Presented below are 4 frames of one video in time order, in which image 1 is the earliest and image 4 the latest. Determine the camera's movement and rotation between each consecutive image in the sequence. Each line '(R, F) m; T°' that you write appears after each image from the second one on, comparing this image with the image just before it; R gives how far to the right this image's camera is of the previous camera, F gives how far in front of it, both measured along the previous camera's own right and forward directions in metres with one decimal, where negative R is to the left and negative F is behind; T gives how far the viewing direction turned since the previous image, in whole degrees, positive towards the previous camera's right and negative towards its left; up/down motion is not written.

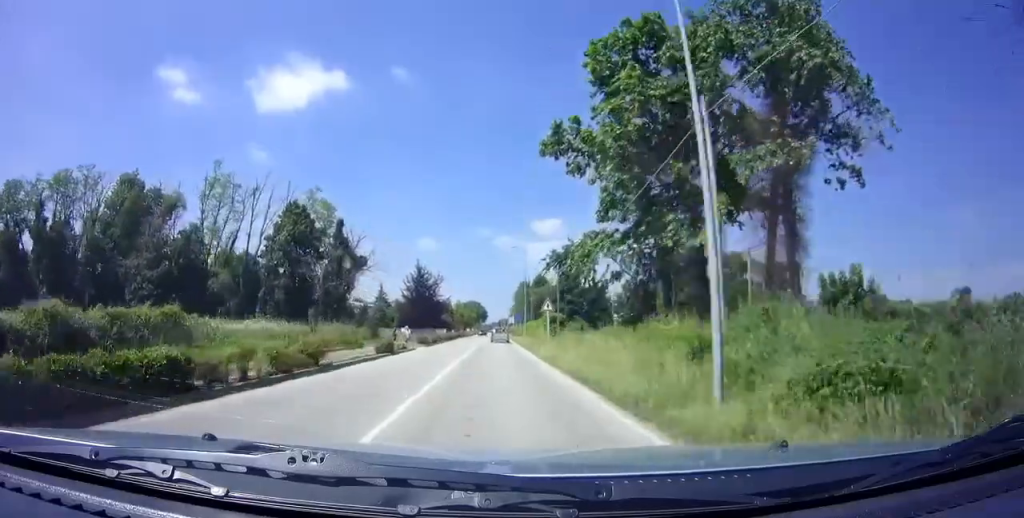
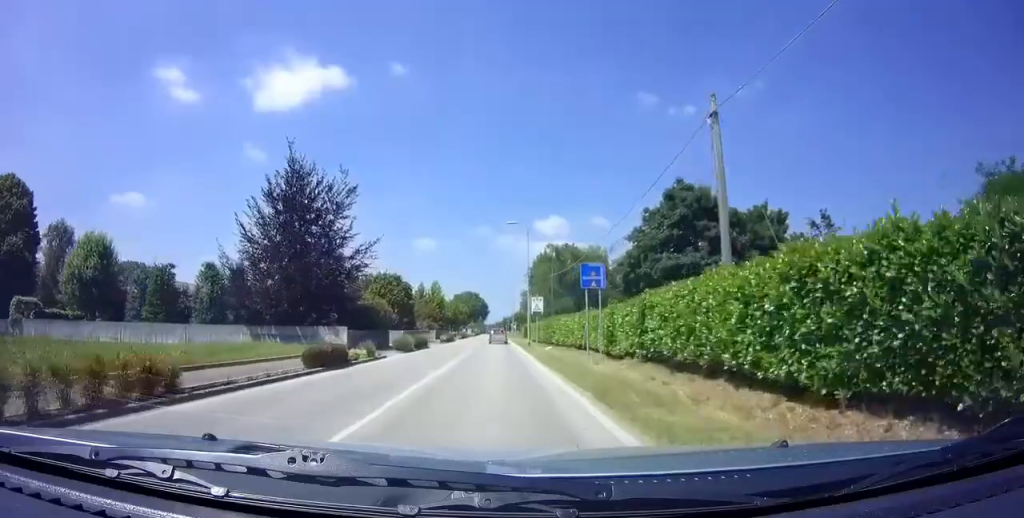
(-0.5, +62.9) m; -1°
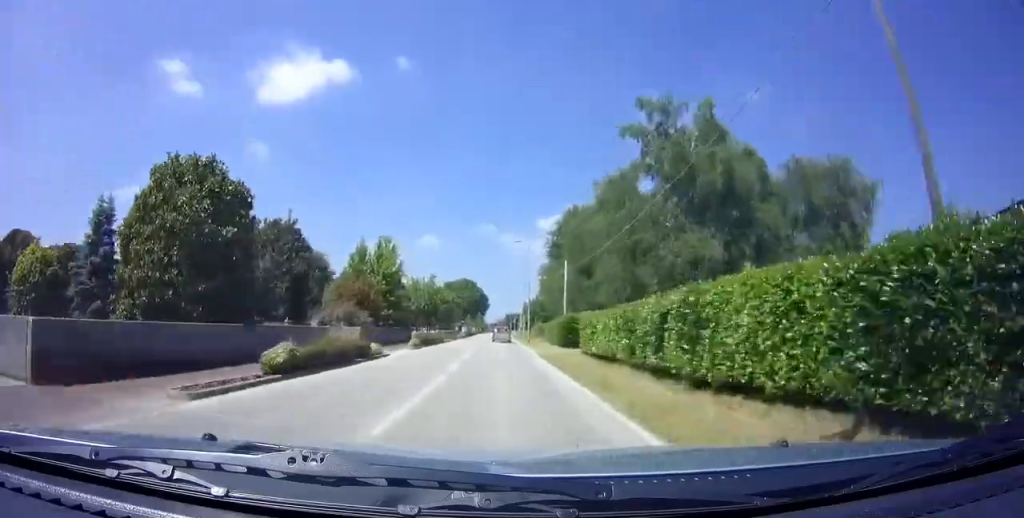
(+0.3, +41.0) m; +1°
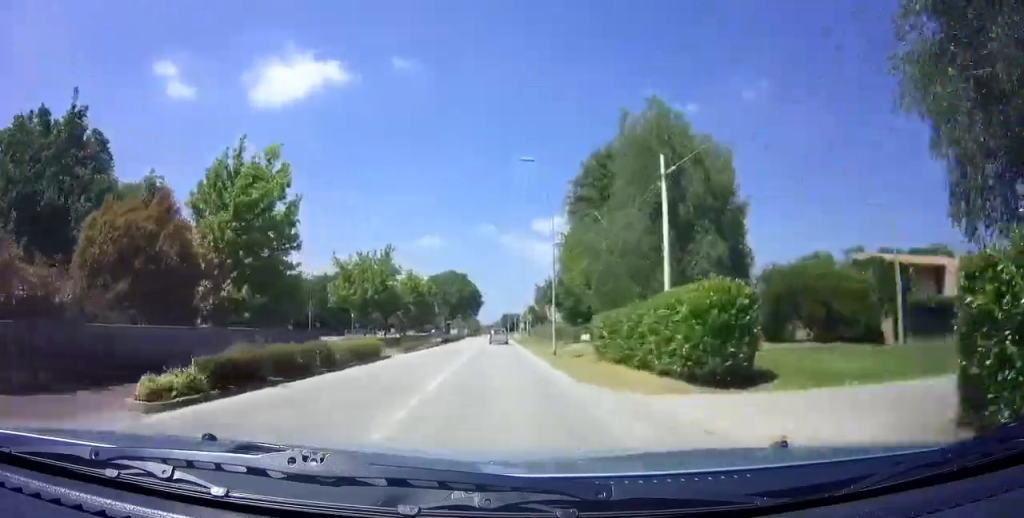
(0.0, +26.0) m; 0°
